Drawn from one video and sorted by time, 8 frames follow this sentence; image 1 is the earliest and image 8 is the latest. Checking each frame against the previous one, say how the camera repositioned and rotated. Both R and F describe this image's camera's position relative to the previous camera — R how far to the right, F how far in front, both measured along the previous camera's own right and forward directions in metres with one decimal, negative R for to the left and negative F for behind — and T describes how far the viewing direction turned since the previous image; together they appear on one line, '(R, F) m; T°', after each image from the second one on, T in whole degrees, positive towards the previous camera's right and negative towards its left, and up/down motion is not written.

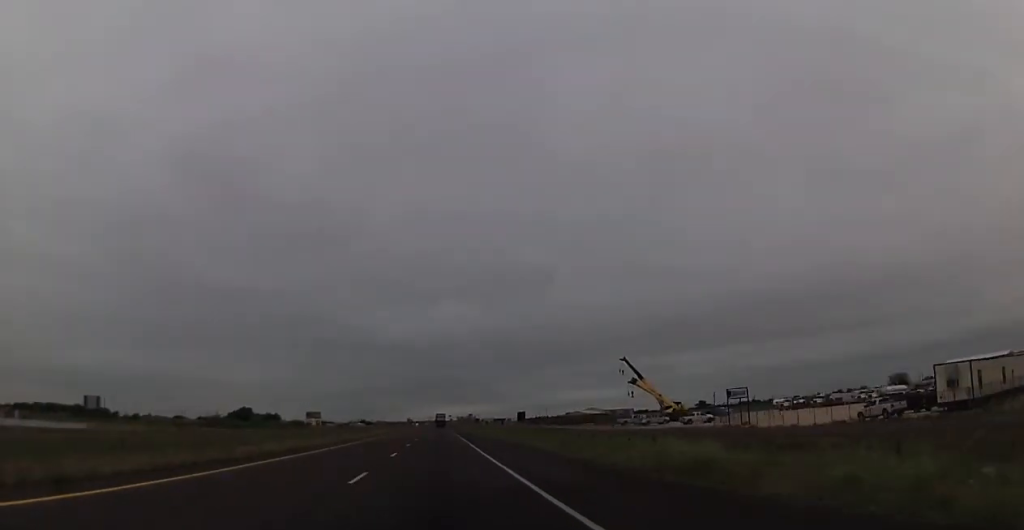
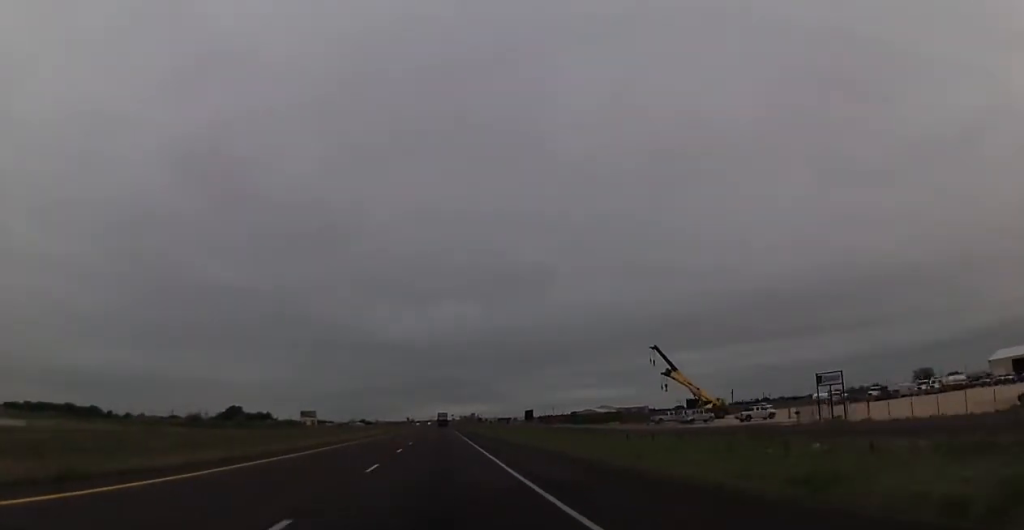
(+0.1, +21.0) m; 0°
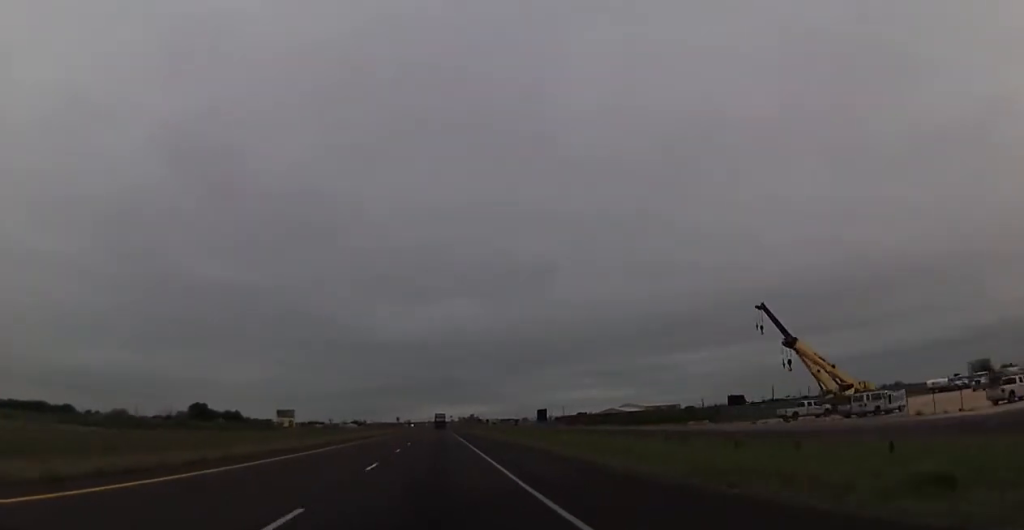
(+0.1, +46.9) m; -1°
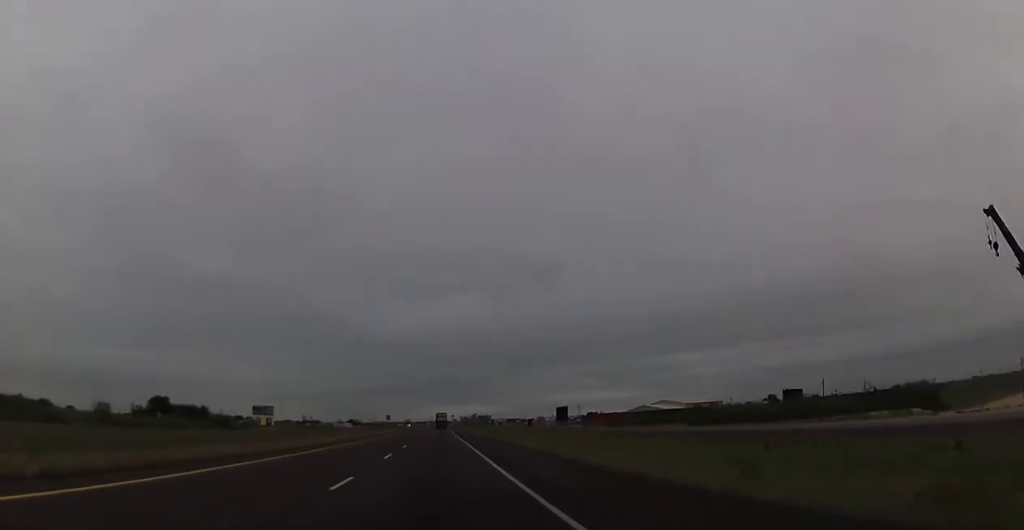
(-0.2, +42.0) m; 0°
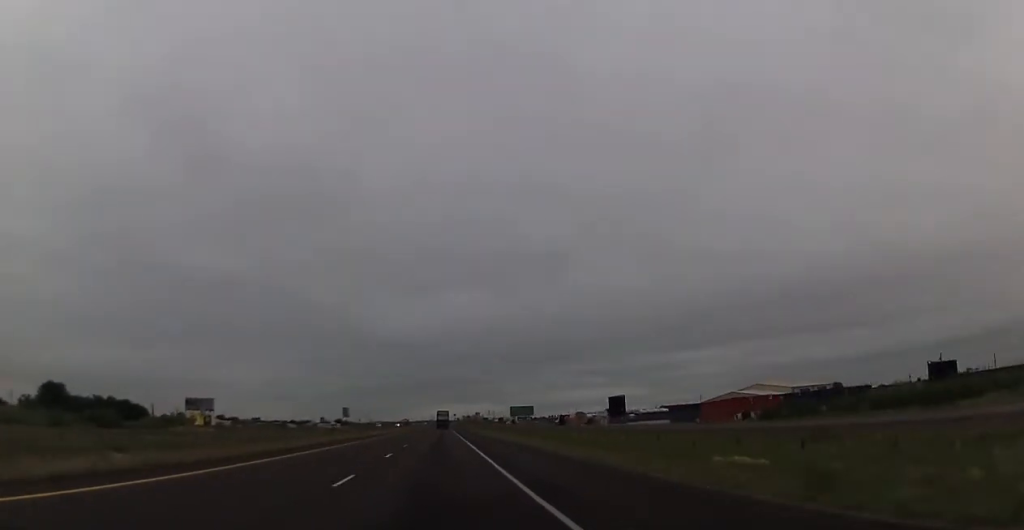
(+0.3, +71.8) m; 0°
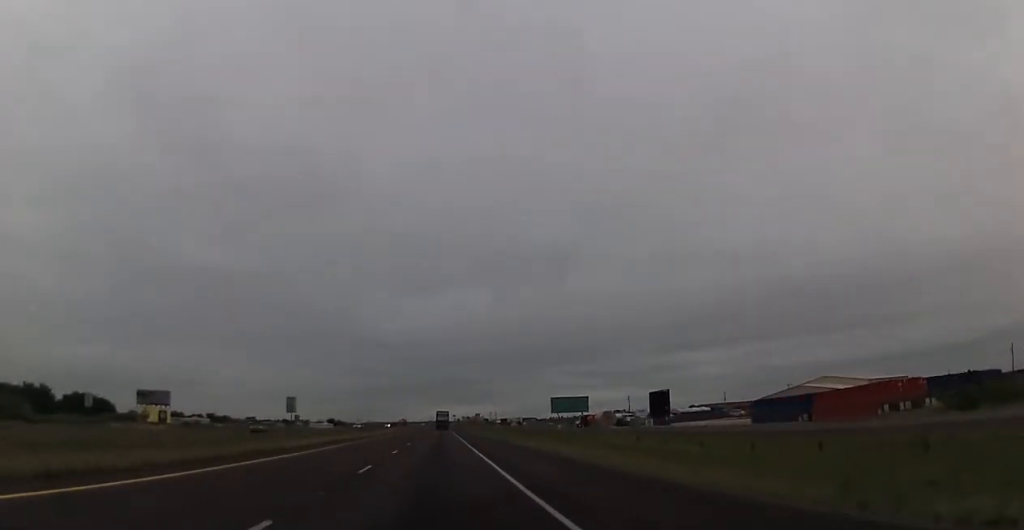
(-0.2, +32.3) m; 0°
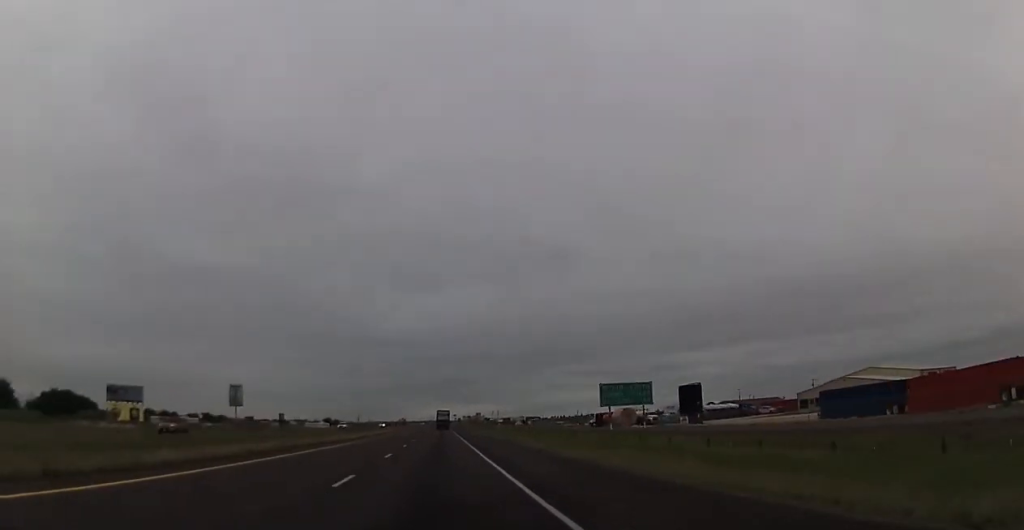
(-0.1, +16.1) m; 0°
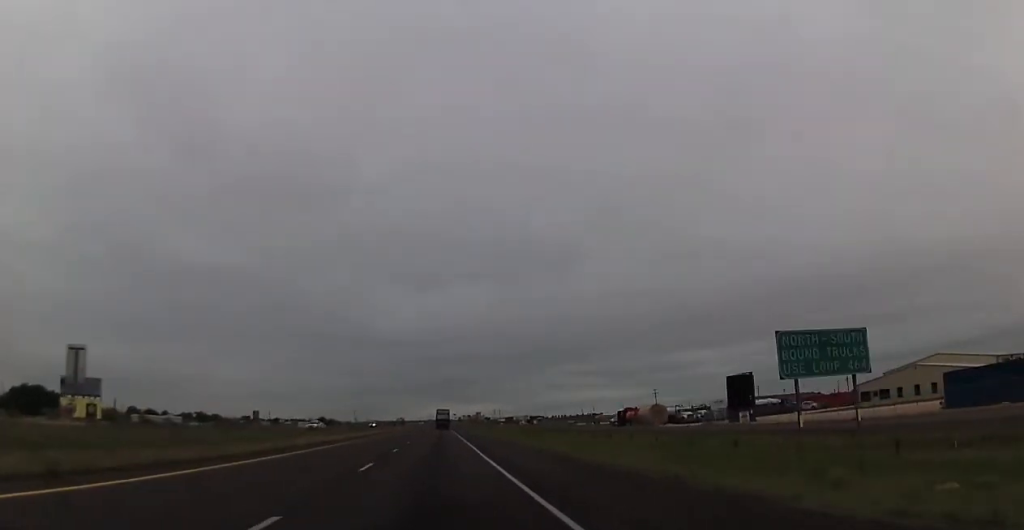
(+0.2, +19.9) m; 0°
